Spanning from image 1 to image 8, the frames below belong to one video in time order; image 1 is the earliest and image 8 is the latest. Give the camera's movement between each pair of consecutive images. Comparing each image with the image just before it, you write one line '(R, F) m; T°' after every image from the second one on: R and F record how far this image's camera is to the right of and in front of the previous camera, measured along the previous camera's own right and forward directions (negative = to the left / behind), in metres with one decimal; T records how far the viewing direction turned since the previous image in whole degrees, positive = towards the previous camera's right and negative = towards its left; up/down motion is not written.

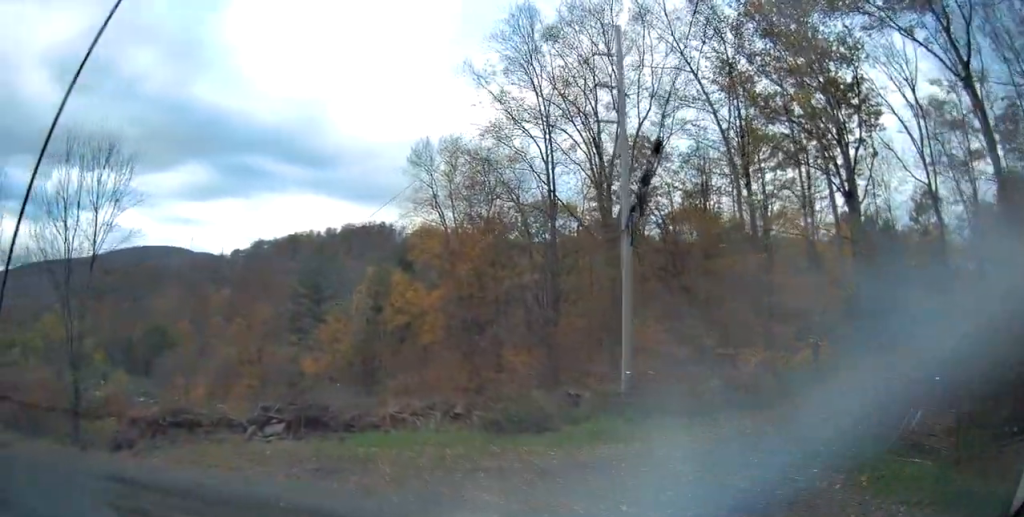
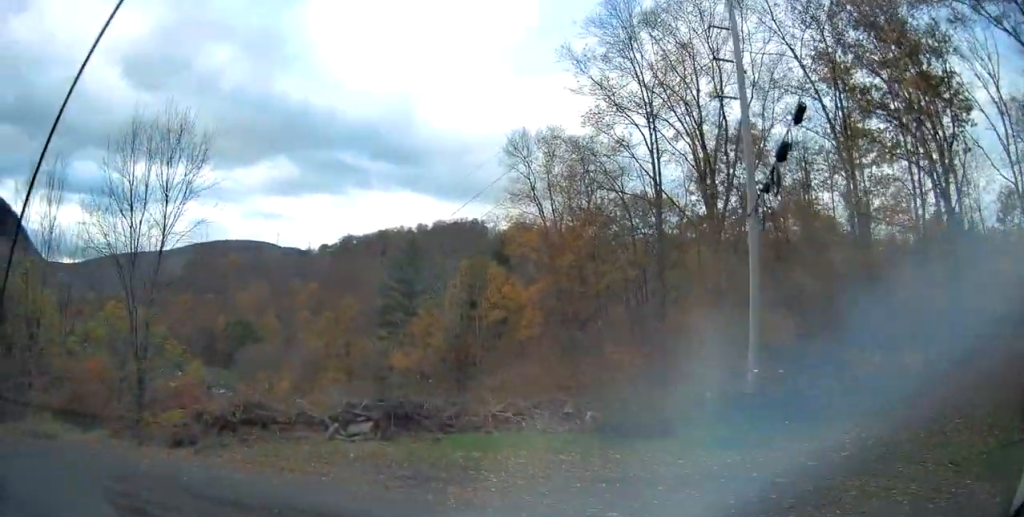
(-0.1, +1.8) m; -8°
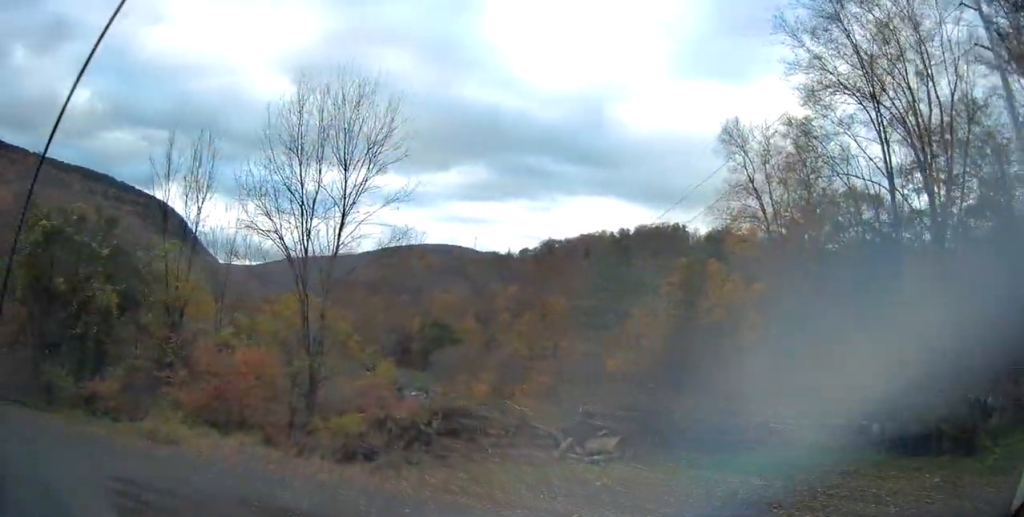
(-0.6, +4.0) m; -22°
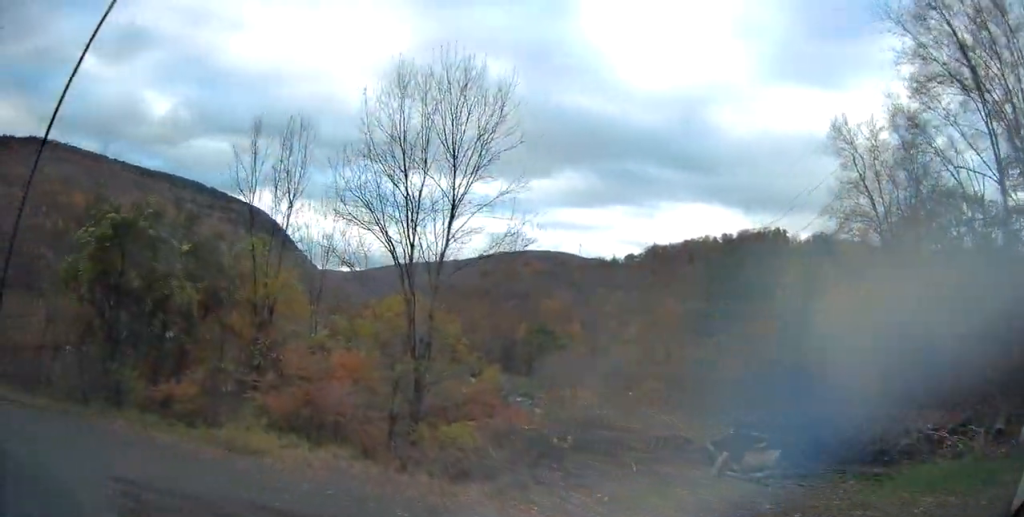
(-0.2, +1.9) m; -10°
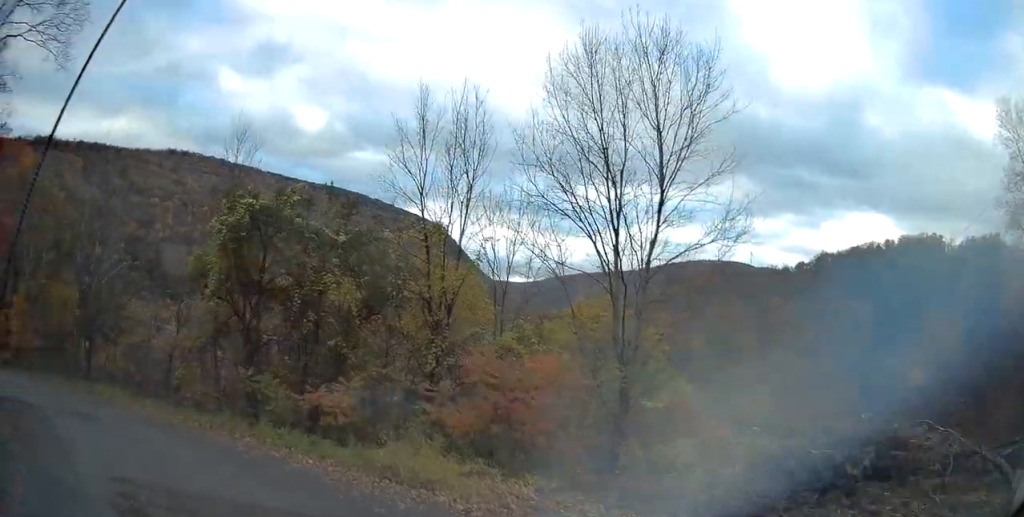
(-0.6, +3.3) m; -14°
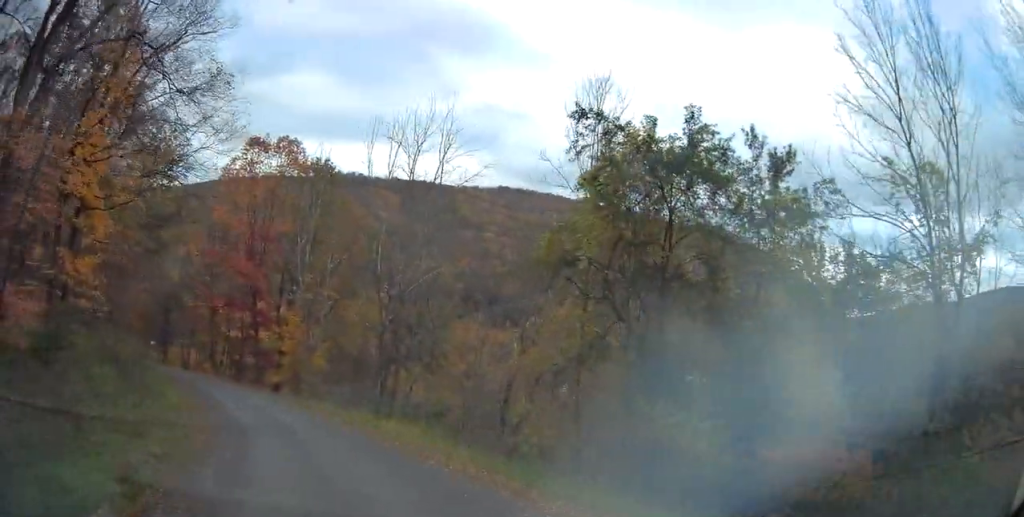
(-1.7, +9.0) m; -22°
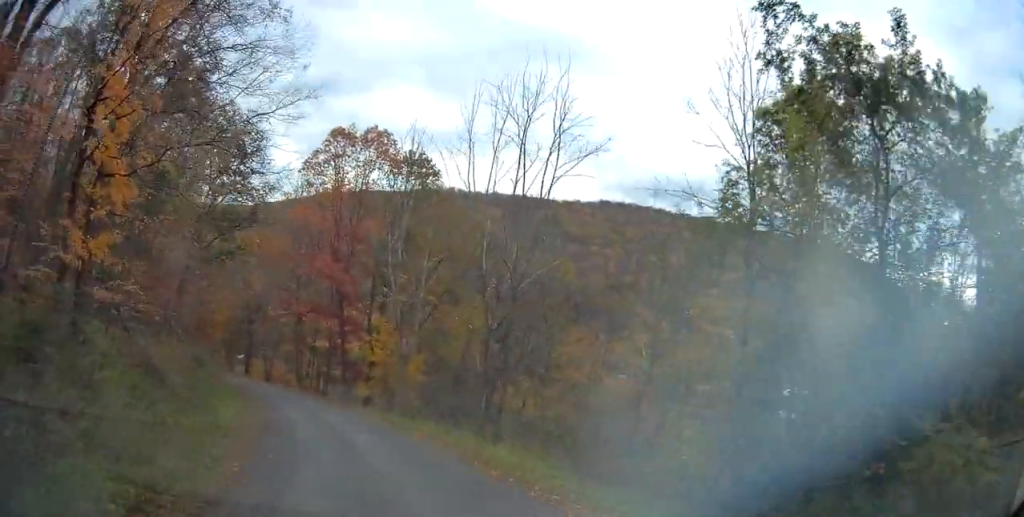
(-0.5, +4.9) m; -8°
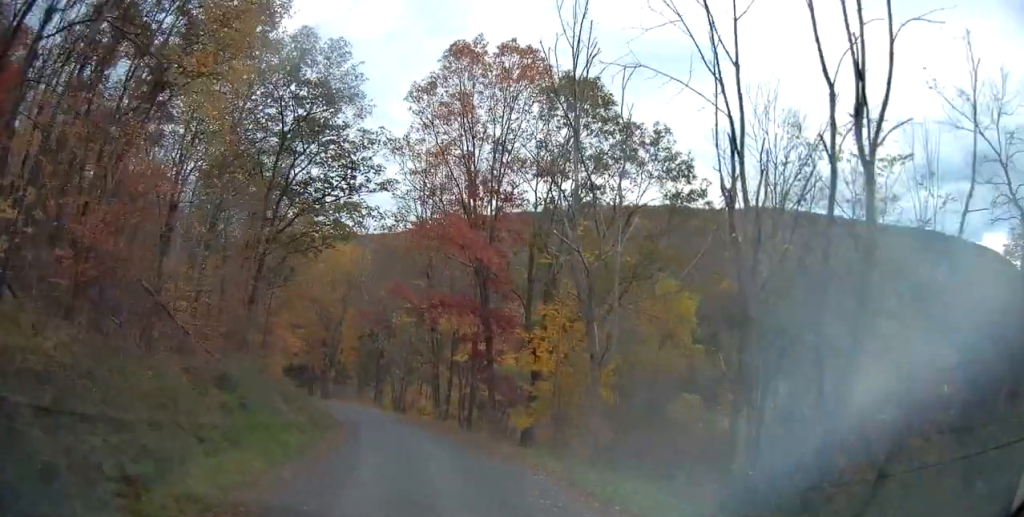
(-1.4, +14.2) m; -9°
